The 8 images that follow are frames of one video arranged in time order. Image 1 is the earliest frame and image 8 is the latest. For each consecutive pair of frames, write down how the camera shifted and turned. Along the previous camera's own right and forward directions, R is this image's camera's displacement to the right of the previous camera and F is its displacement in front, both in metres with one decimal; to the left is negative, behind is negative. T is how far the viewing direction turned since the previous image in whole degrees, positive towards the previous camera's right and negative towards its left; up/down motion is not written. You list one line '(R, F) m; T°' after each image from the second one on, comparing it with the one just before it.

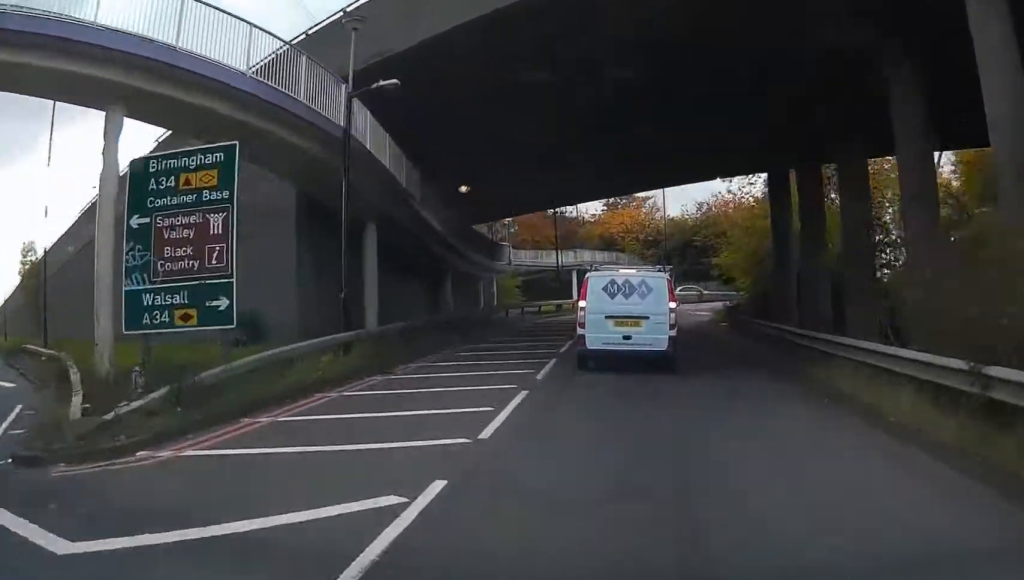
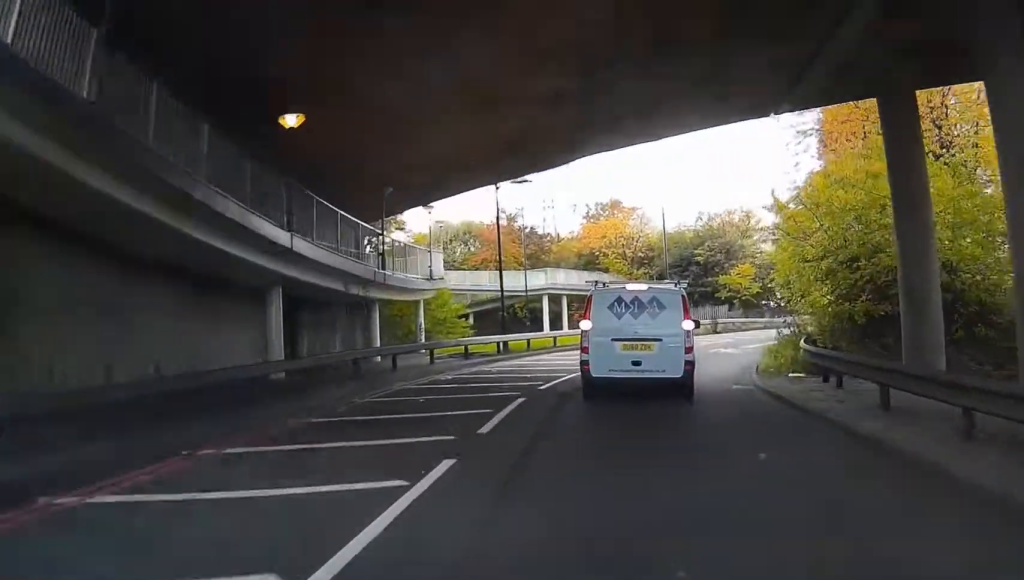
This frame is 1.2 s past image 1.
(0.0, +16.3) m; 0°
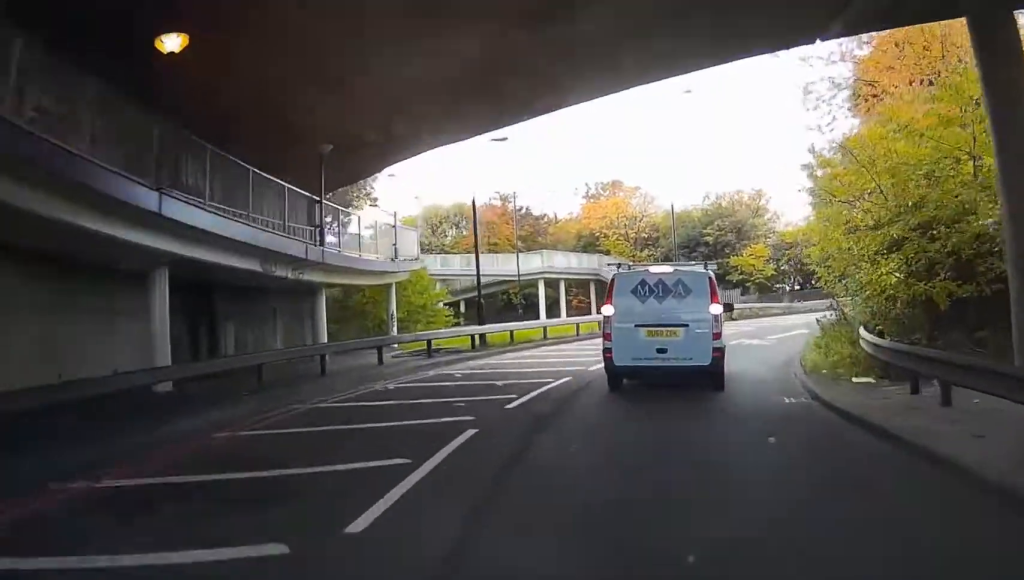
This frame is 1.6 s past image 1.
(0.0, +5.1) m; 0°
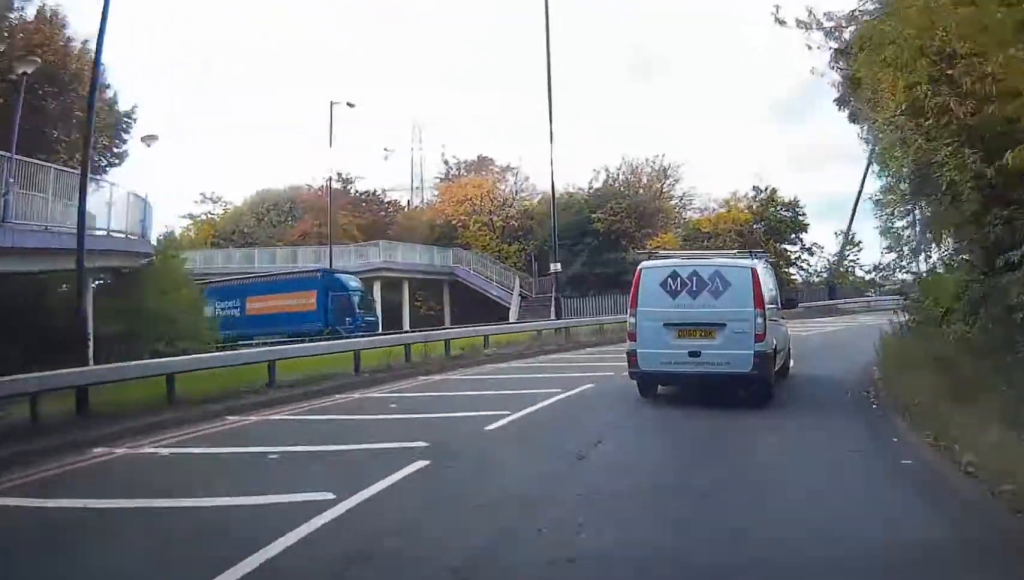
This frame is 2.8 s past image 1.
(0.0, +14.6) m; +6°
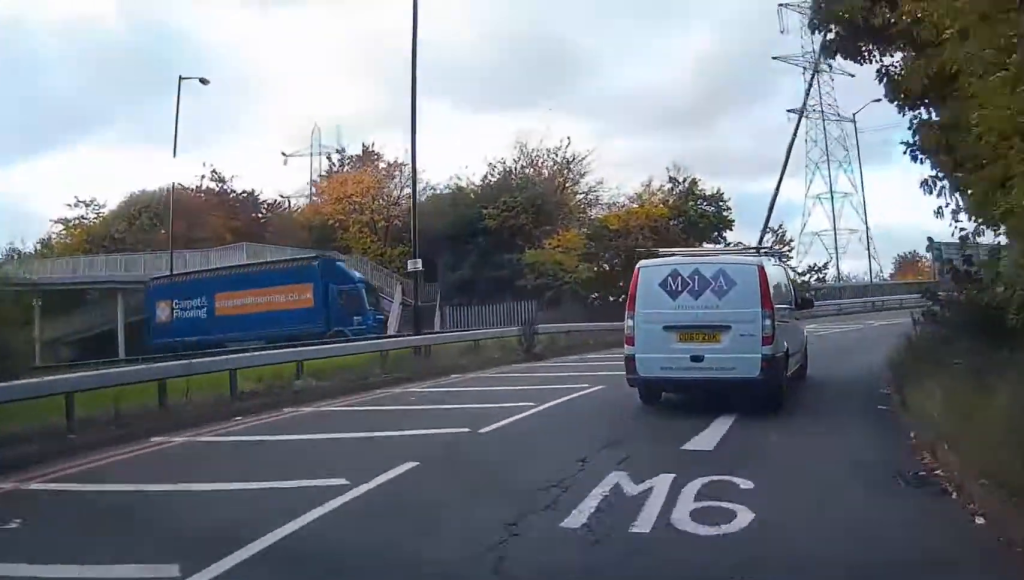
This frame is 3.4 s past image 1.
(+0.1, +5.9) m; +7°
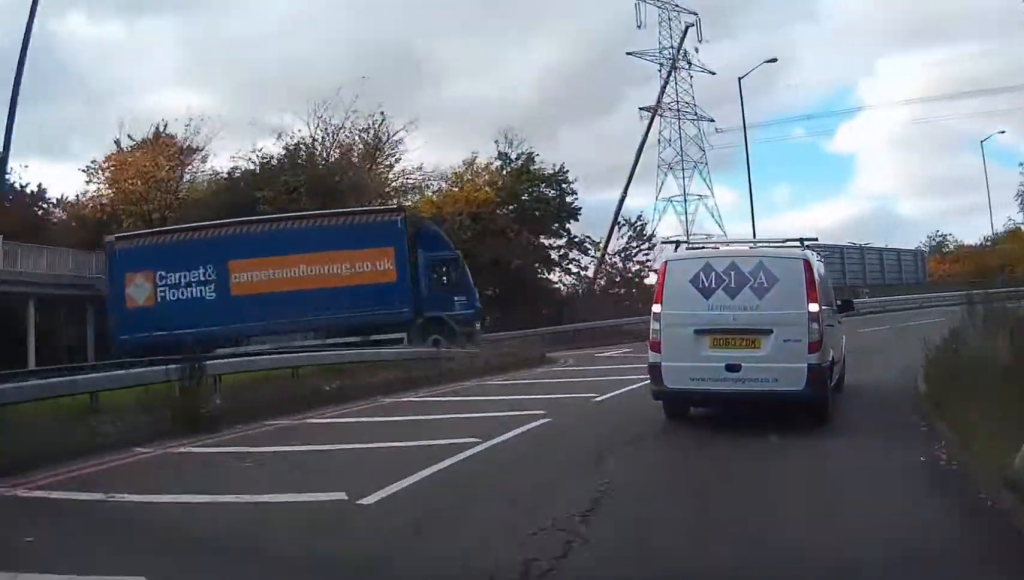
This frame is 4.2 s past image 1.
(+1.2, +8.9) m; +15°
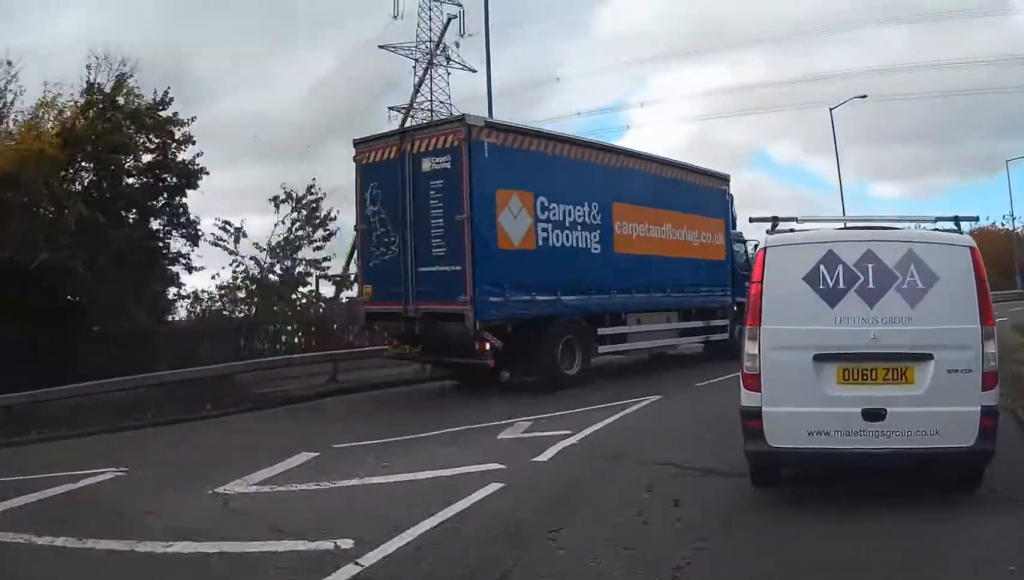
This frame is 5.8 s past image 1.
(+2.5, +14.5) m; +21°
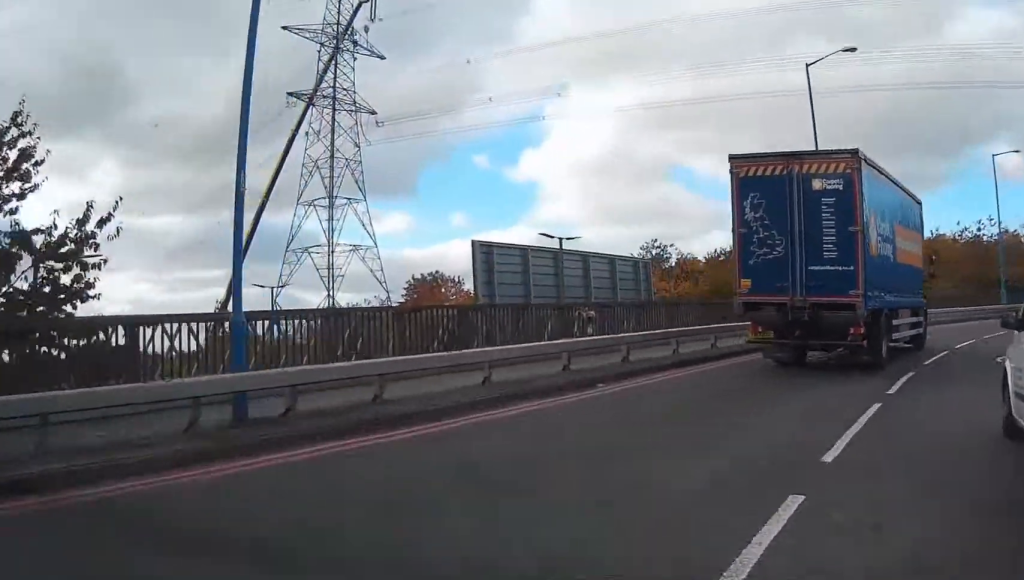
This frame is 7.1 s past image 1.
(+2.2, +10.5) m; +17°
